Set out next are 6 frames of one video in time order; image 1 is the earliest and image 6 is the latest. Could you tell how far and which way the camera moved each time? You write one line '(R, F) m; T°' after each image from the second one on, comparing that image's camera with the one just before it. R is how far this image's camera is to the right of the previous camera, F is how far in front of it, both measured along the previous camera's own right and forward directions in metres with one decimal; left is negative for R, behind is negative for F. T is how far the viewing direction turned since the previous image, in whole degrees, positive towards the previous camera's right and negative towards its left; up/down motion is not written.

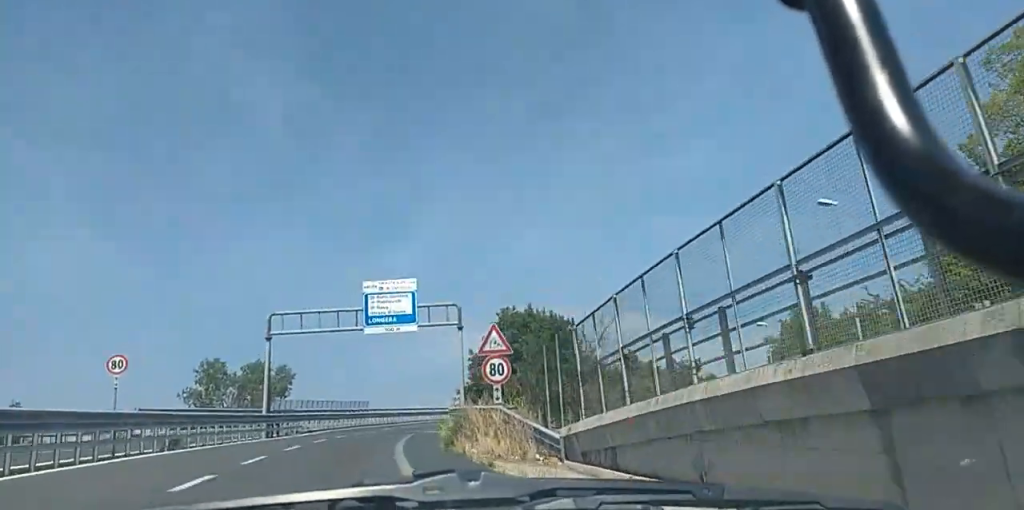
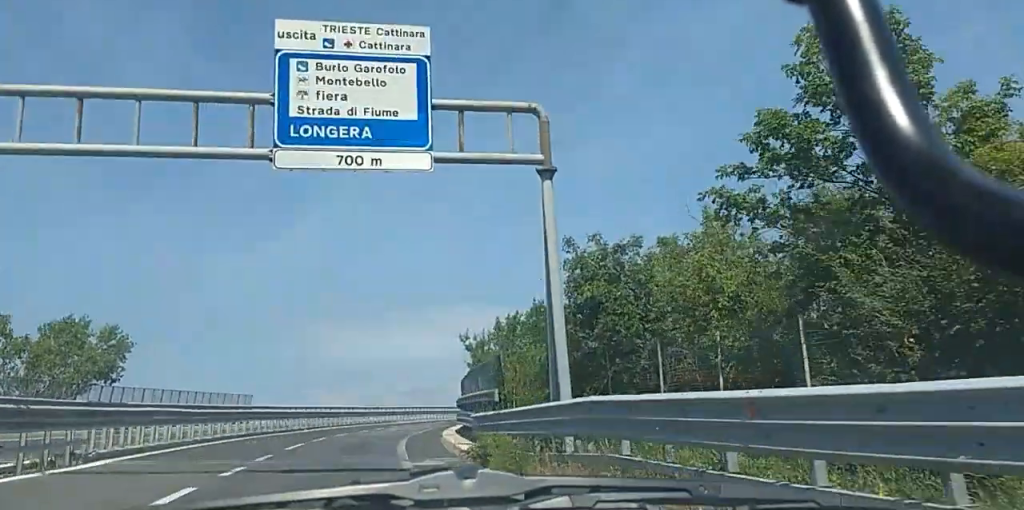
(+2.1, +32.9) m; +8°
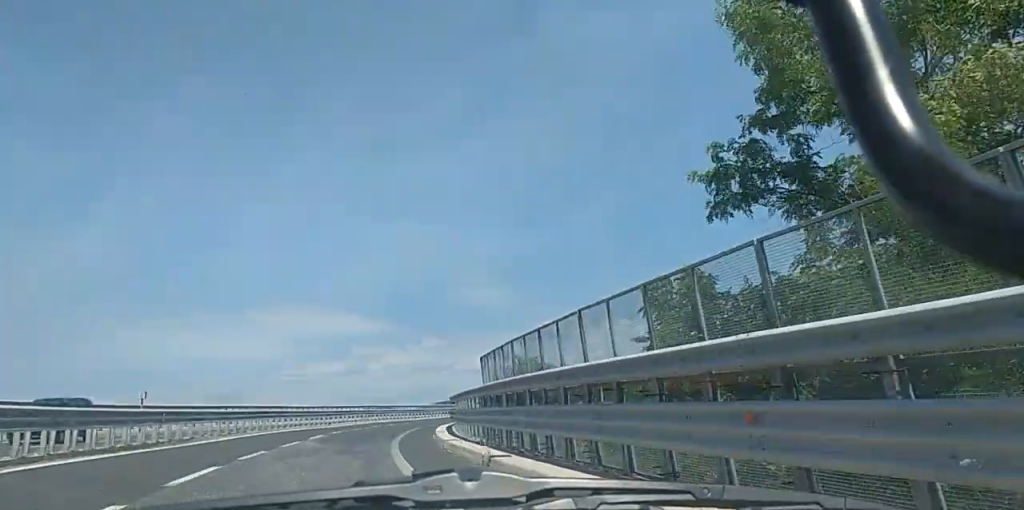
(+6.0, +48.1) m; +17°
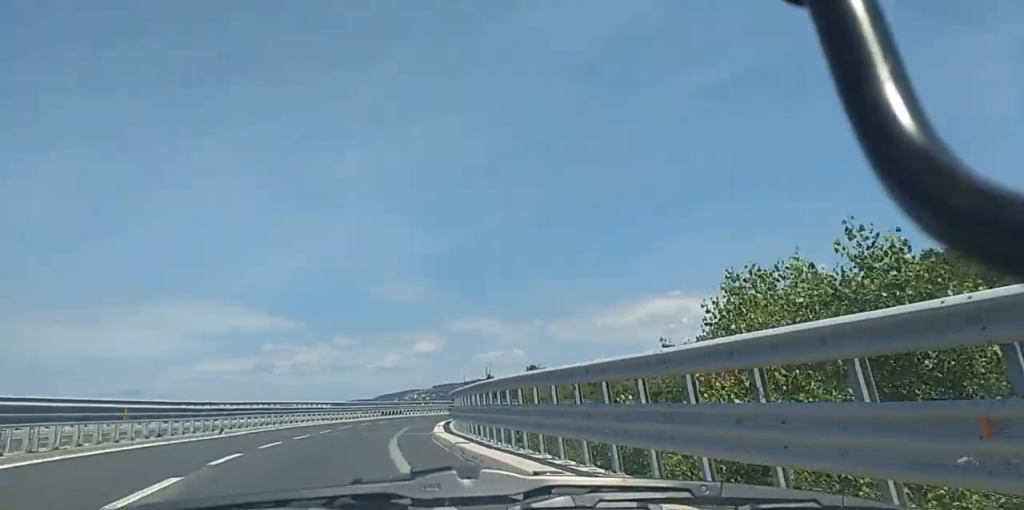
(+1.7, +25.6) m; +7°
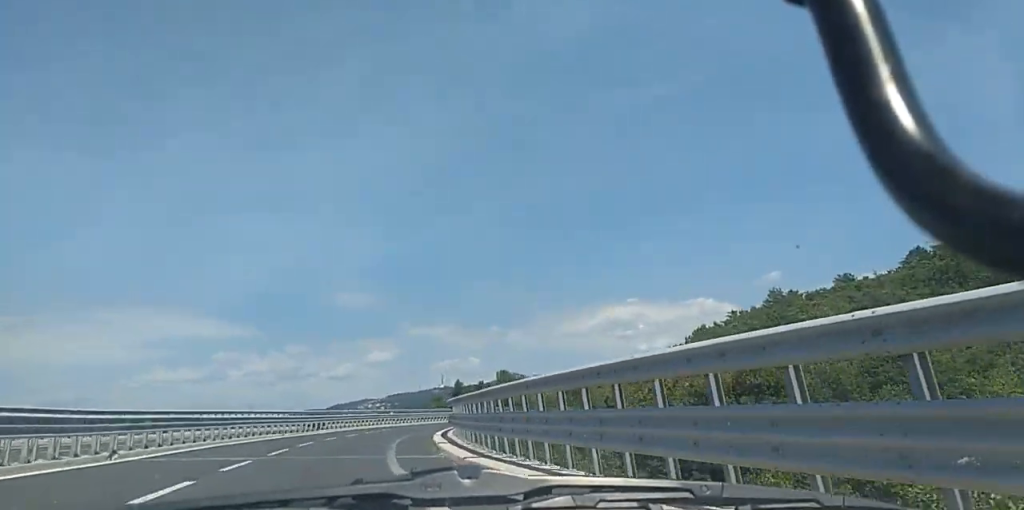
(+0.3, +13.3) m; +3°
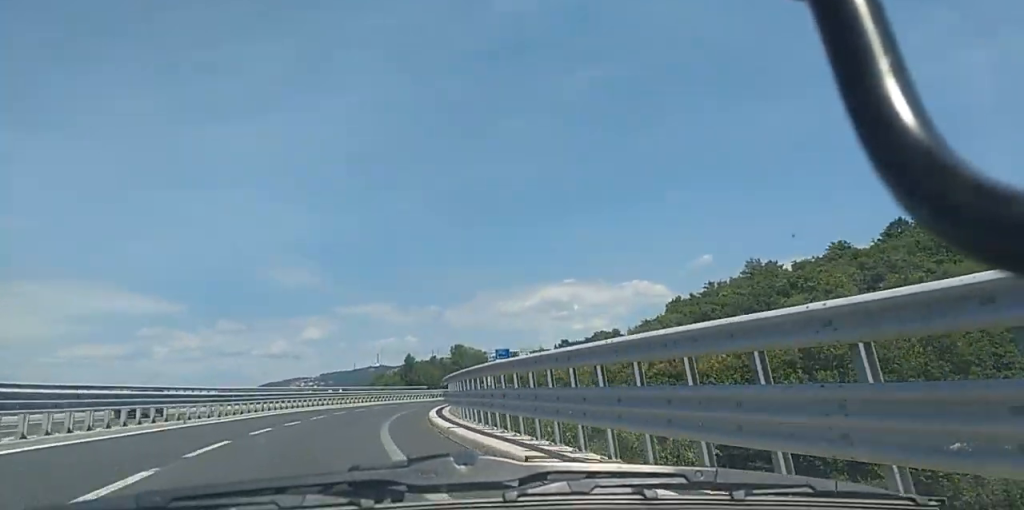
(+0.4, +18.5) m; +3°
